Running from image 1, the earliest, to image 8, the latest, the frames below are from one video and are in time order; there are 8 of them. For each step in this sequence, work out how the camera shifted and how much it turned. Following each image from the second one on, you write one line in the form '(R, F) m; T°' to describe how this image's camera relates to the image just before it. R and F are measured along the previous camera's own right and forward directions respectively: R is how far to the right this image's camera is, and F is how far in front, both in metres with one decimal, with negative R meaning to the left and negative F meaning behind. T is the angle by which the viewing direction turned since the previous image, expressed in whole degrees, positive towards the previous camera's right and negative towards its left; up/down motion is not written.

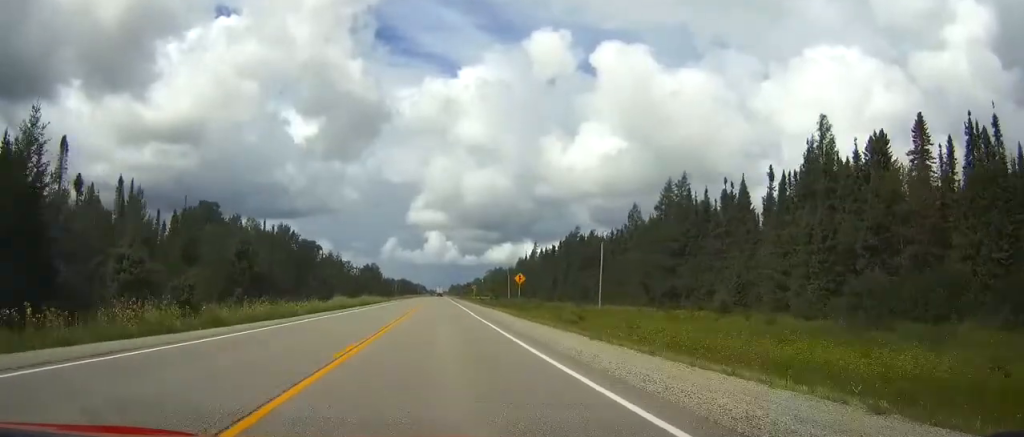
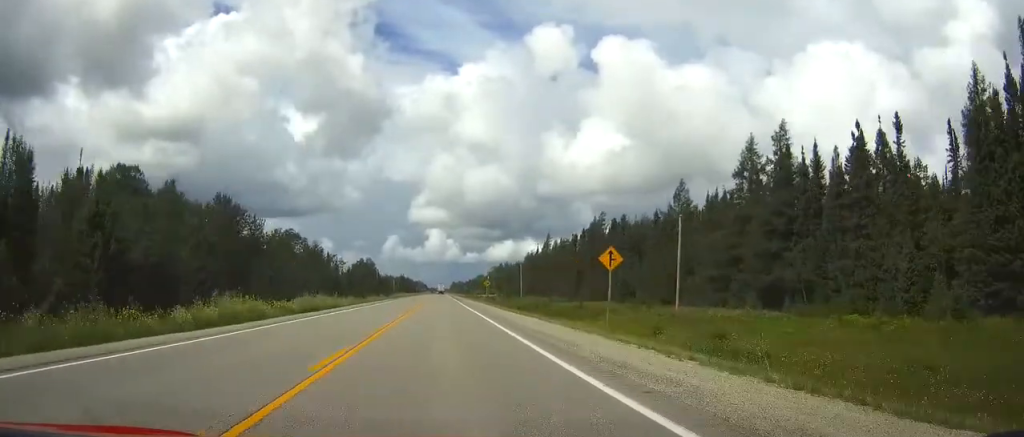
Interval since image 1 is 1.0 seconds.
(0.0, +30.5) m; 0°
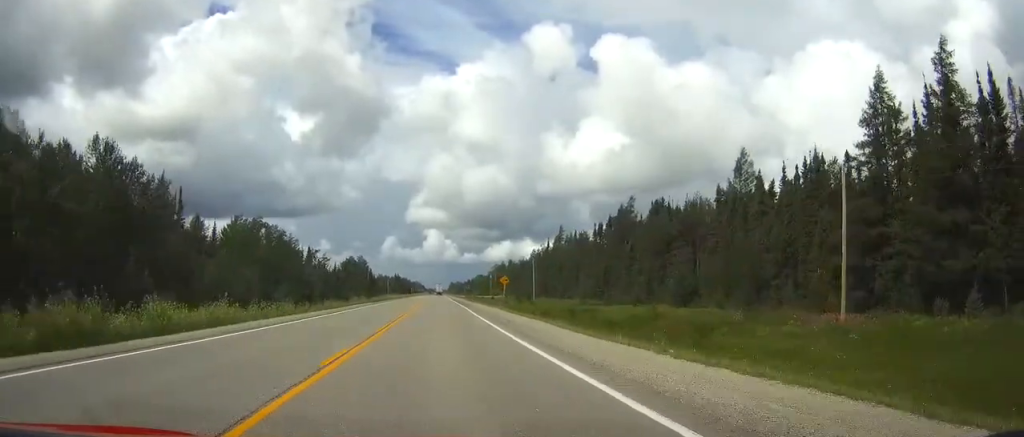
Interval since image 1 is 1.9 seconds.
(-0.1, +28.4) m; 0°
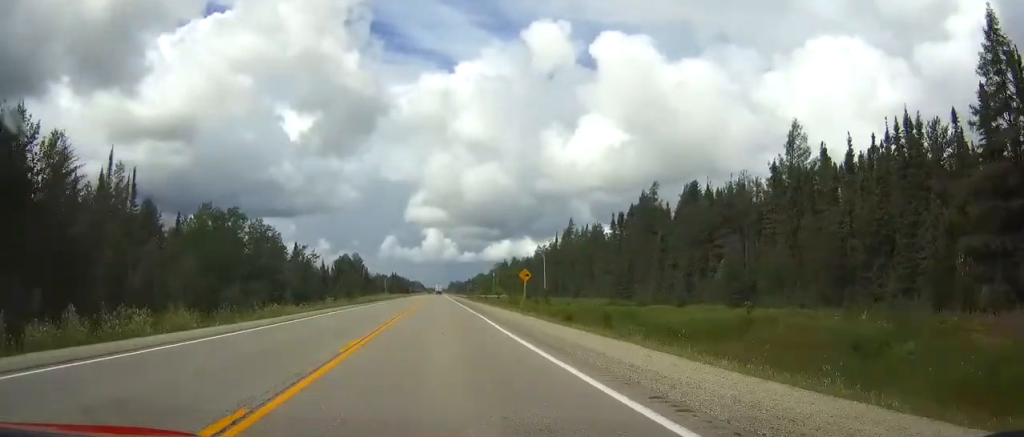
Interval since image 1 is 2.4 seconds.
(0.0, +16.8) m; 0°
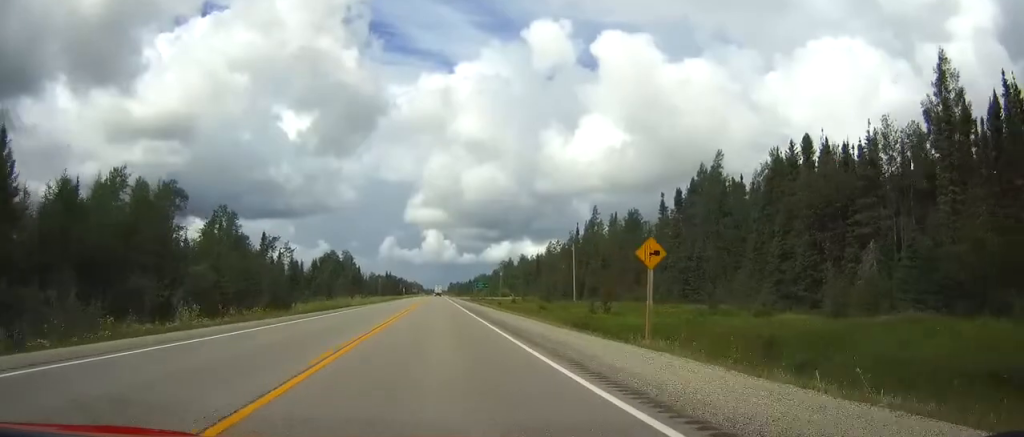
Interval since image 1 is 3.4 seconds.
(0.0, +31.3) m; 0°
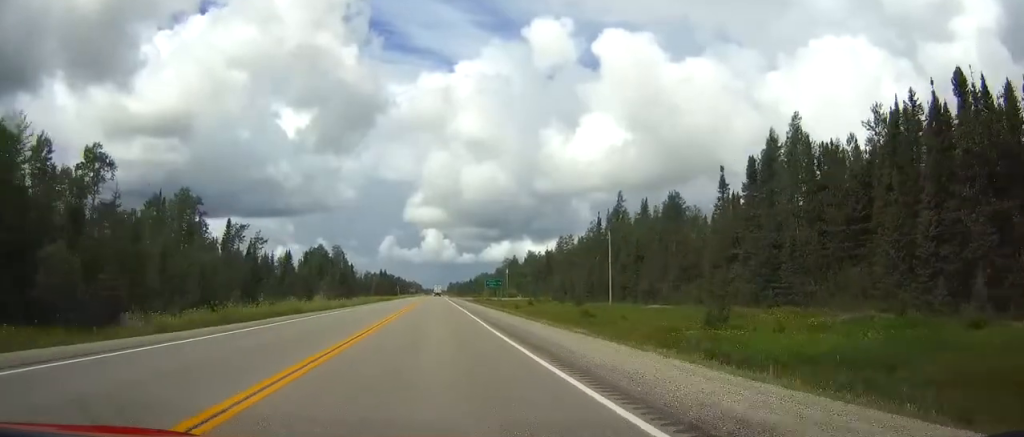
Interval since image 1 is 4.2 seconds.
(0.0, +23.9) m; 0°
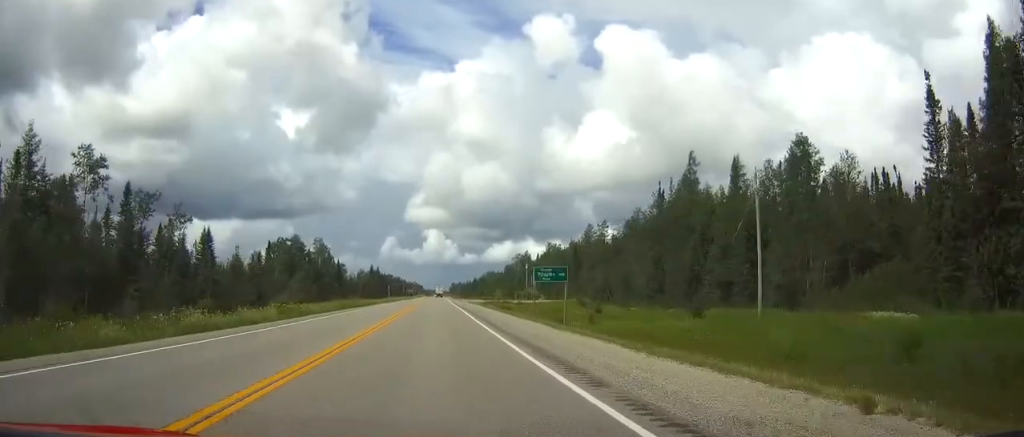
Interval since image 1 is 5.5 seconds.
(+0.1, +41.4) m; 0°
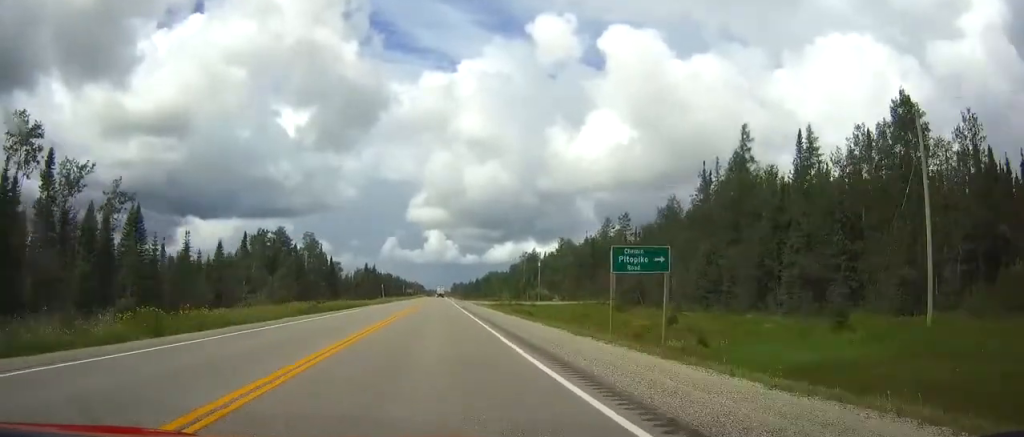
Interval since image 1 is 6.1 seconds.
(0.0, +18.6) m; 0°
